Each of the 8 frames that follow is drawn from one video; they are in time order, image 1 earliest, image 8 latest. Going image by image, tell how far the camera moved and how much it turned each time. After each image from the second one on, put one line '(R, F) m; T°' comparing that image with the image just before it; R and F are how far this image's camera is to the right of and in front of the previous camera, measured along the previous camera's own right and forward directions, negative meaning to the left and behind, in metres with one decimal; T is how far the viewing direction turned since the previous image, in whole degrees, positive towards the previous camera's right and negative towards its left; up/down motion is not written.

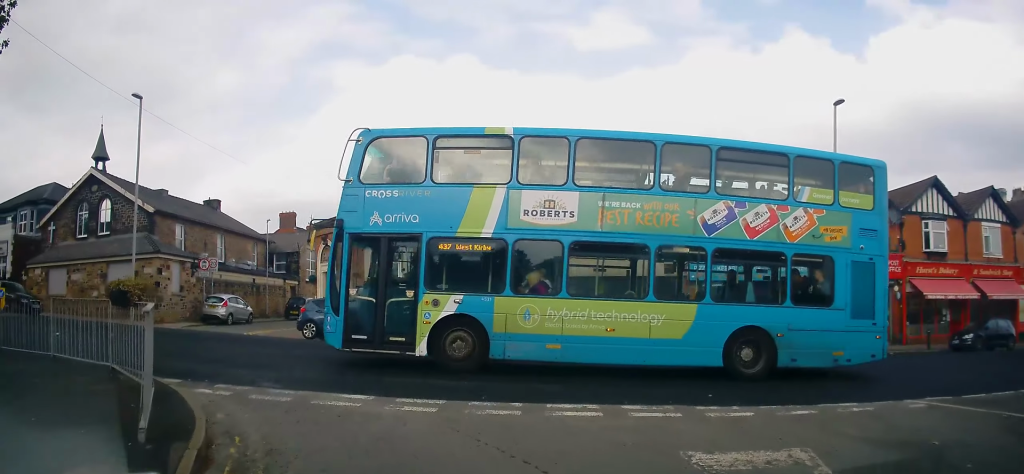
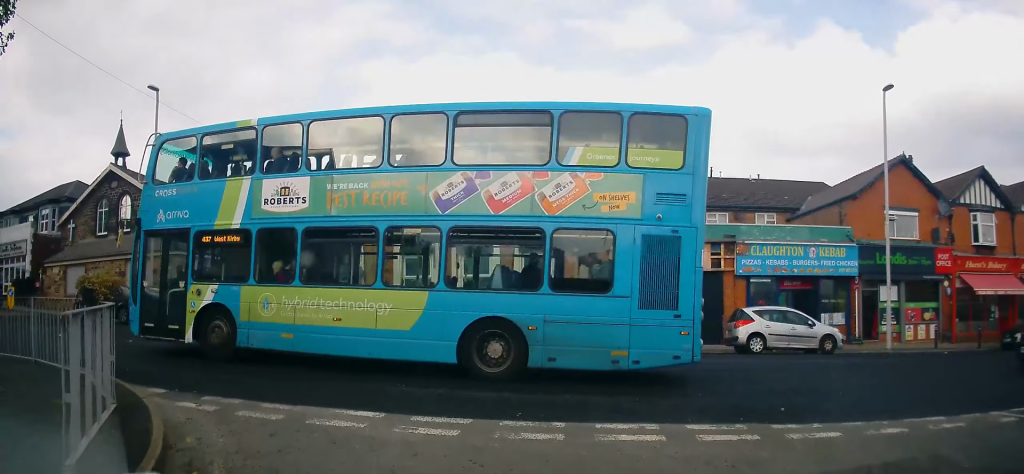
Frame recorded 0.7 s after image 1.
(-0.1, +1.6) m; -4°
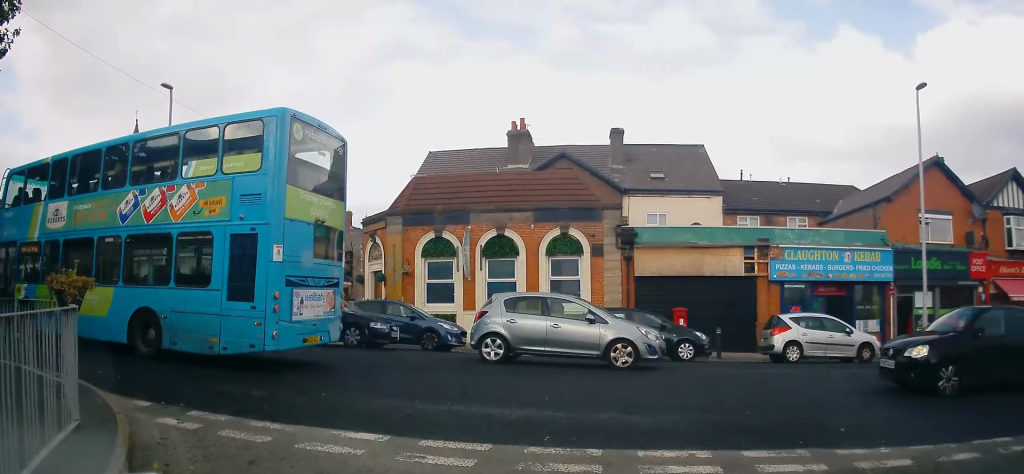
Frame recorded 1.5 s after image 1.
(-0.1, +1.1) m; 0°
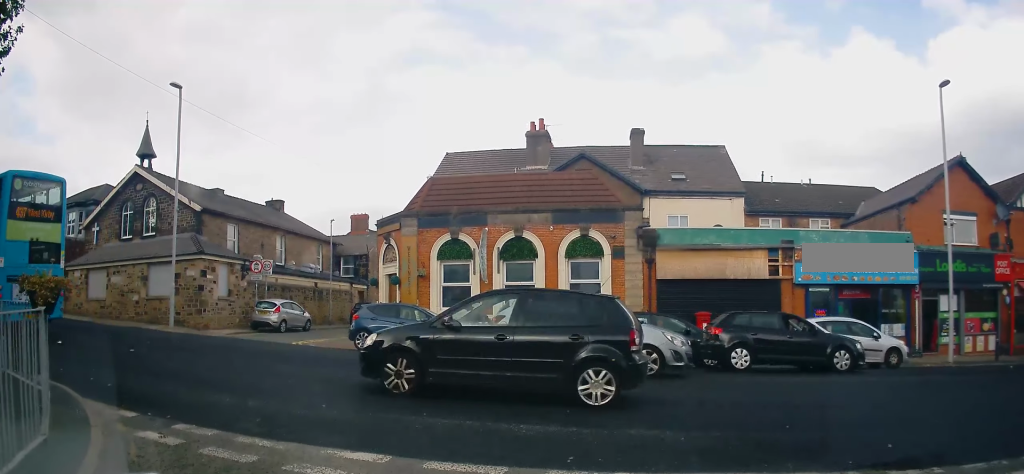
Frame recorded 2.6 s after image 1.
(-0.2, +0.6) m; 0°
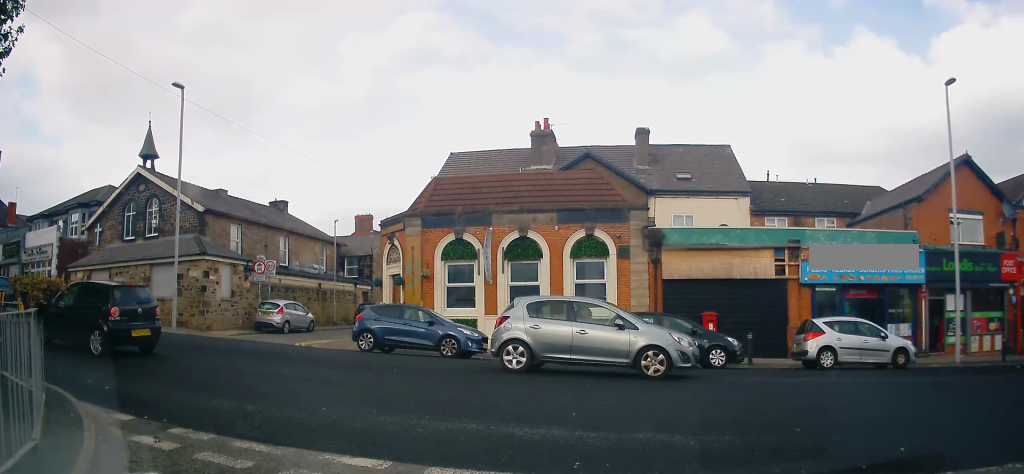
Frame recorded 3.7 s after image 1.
(-0.2, +0.1) m; 0°
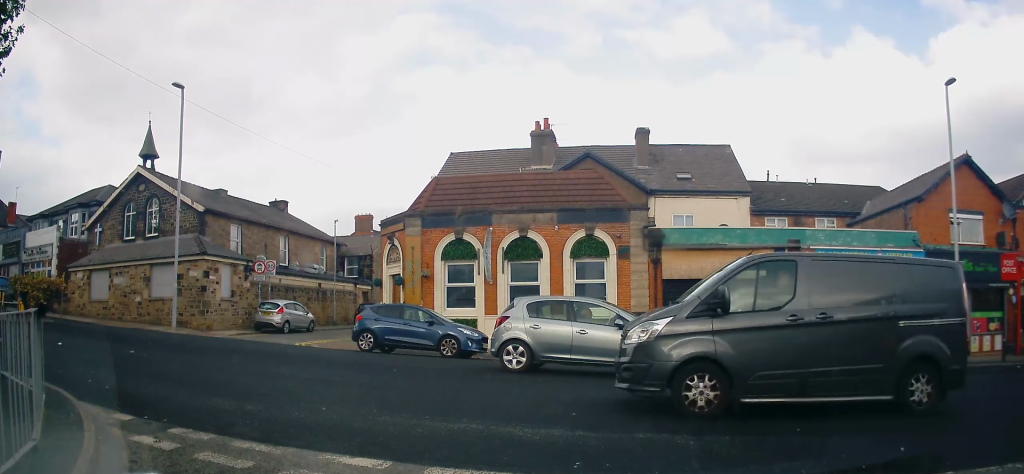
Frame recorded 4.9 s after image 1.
(0.0, 0.0) m; 0°
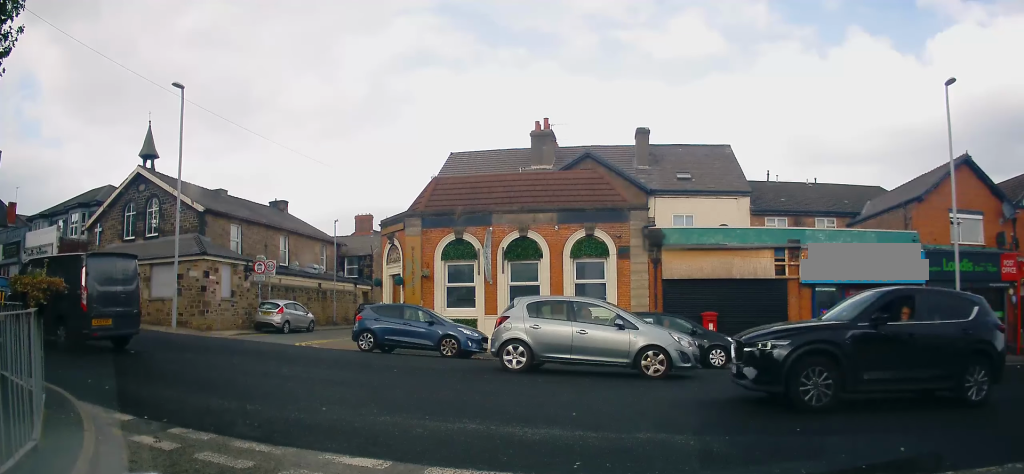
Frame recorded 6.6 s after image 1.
(0.0, 0.0) m; 0°
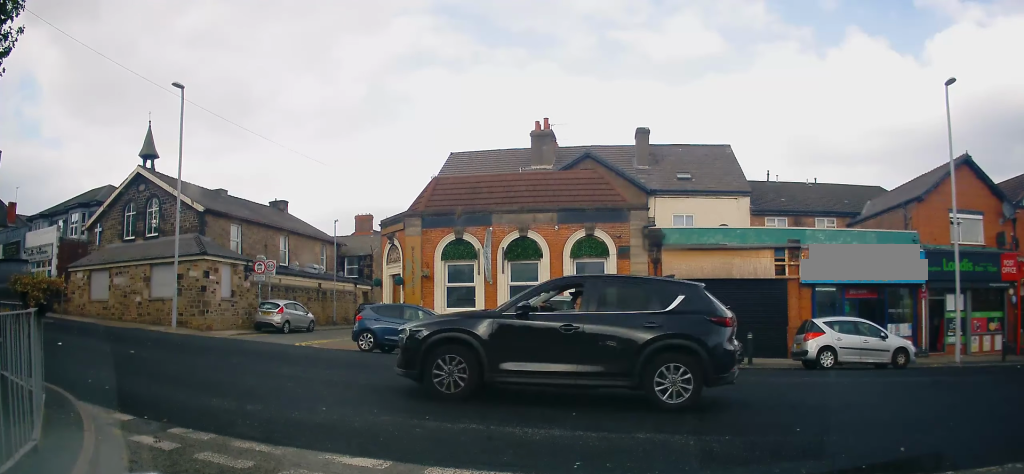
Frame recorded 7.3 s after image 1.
(0.0, 0.0) m; 0°
